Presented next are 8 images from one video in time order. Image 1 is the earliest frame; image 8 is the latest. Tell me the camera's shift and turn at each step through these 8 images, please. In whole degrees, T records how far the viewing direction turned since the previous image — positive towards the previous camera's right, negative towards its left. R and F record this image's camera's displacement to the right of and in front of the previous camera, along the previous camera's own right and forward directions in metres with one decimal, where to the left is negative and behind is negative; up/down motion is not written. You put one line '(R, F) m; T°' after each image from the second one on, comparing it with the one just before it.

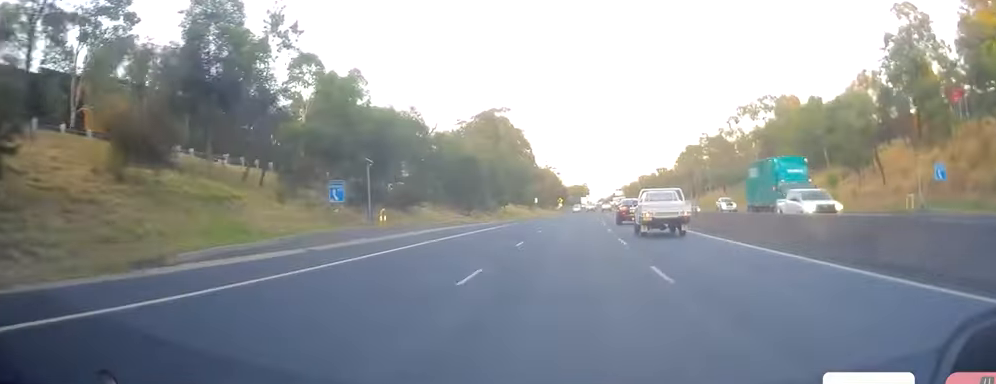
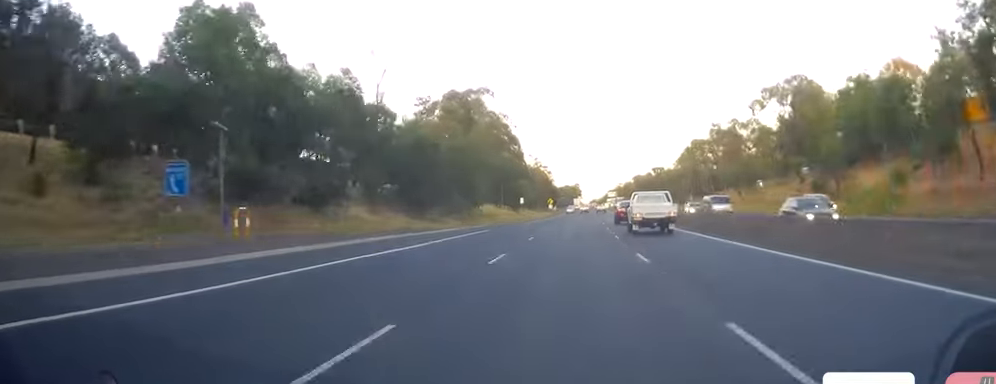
(+0.1, +19.6) m; +1°
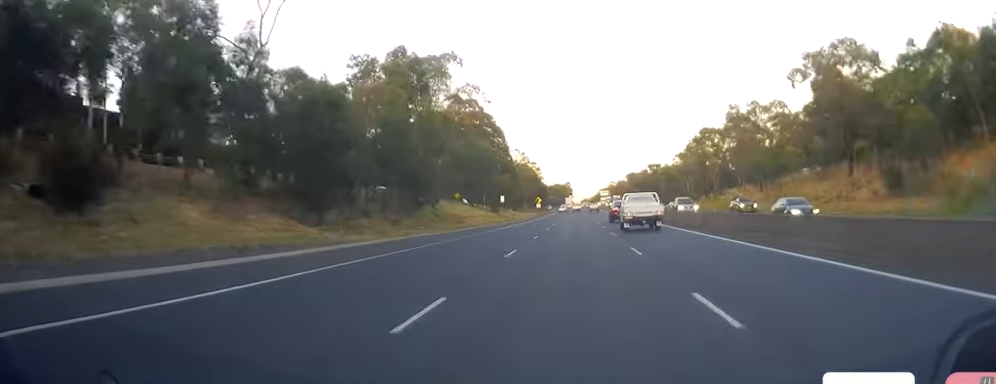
(+0.4, +21.4) m; +1°
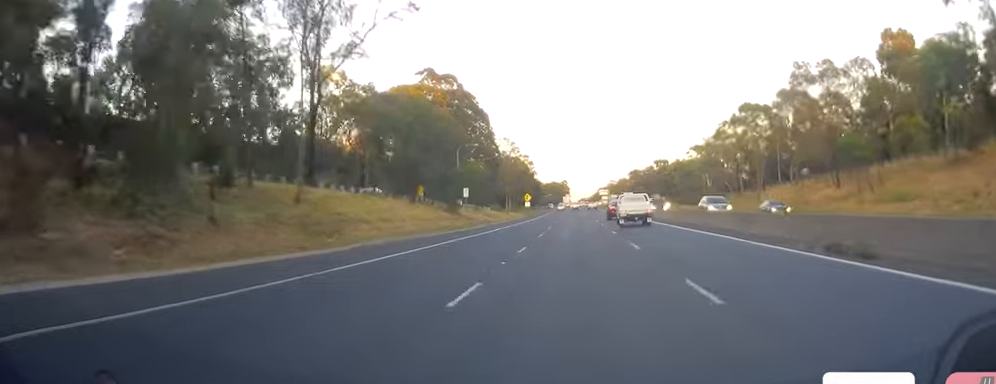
(-0.1, +34.1) m; 0°
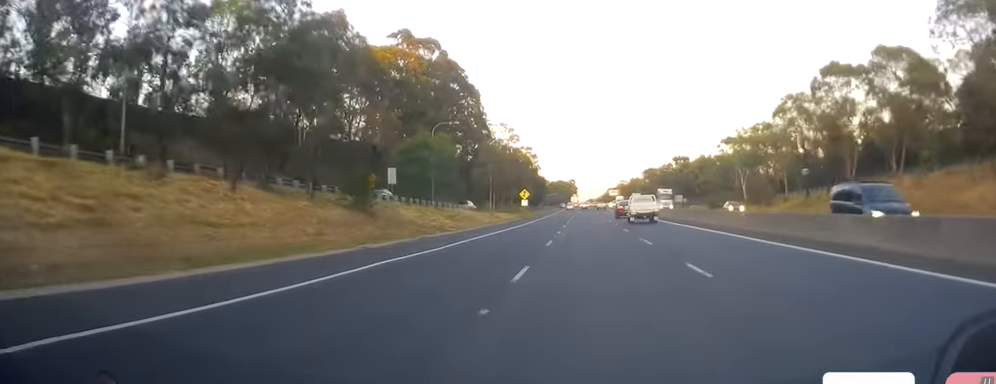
(+0.1, +32.0) m; 0°
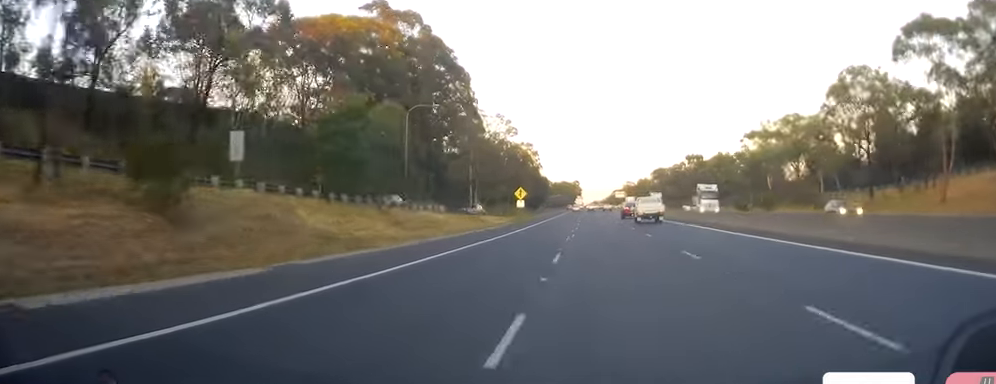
(0.0, +19.2) m; 0°
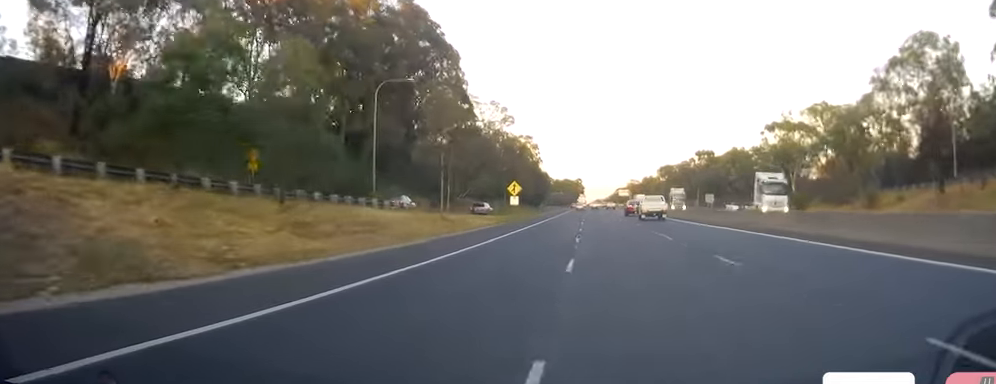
(0.0, +14.7) m; -1°
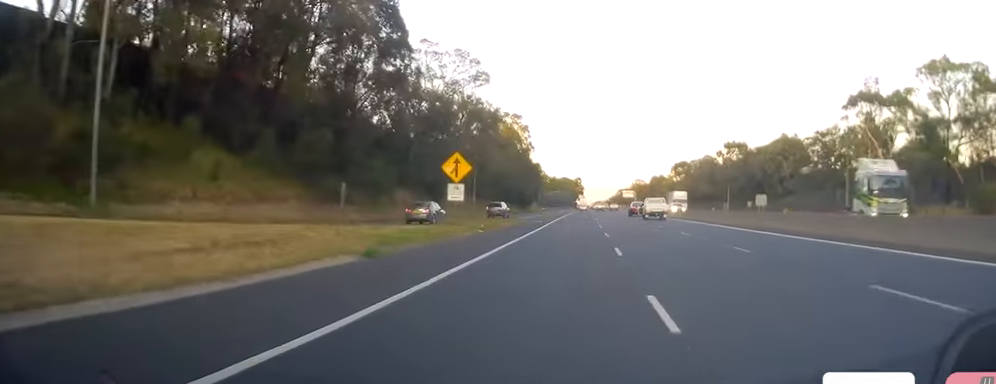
(-0.3, +42.9) m; +1°
